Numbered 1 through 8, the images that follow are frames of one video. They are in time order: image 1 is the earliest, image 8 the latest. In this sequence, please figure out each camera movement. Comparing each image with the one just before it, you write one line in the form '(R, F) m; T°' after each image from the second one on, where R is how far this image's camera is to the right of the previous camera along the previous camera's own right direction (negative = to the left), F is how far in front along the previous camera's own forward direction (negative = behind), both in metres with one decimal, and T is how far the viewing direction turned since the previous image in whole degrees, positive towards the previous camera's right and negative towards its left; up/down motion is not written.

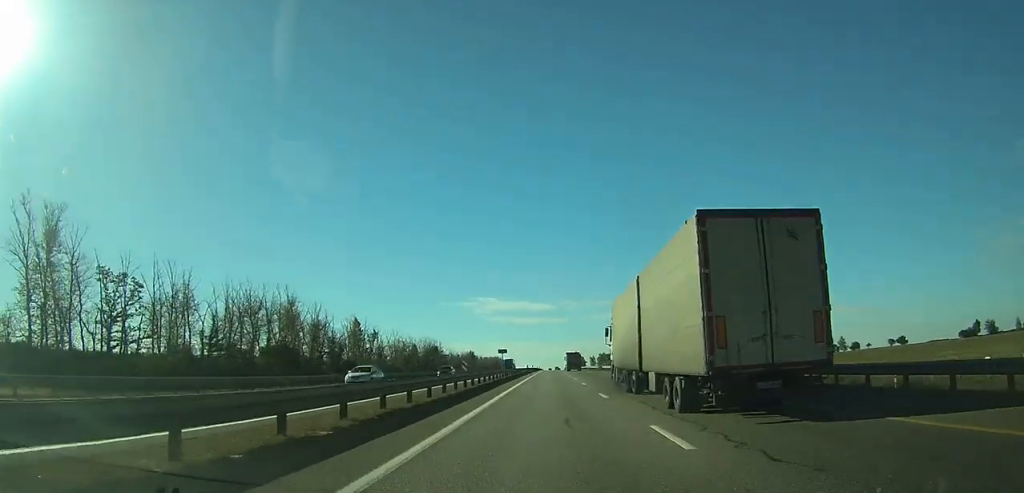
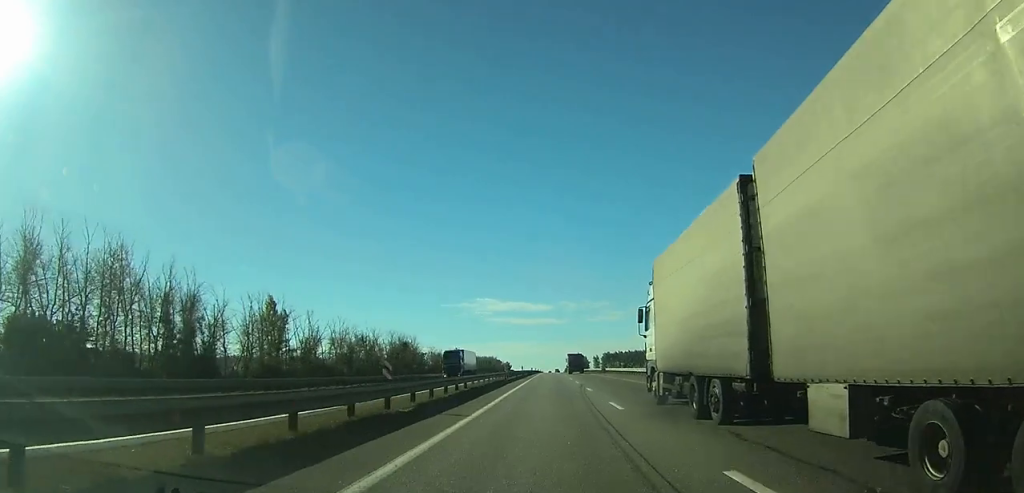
(+0.1, +53.8) m; 0°
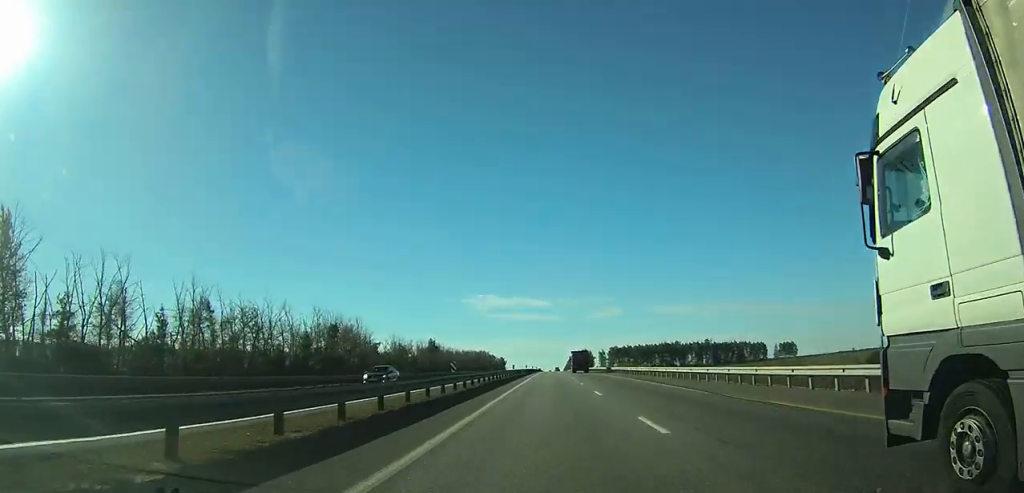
(+0.2, +66.8) m; 0°
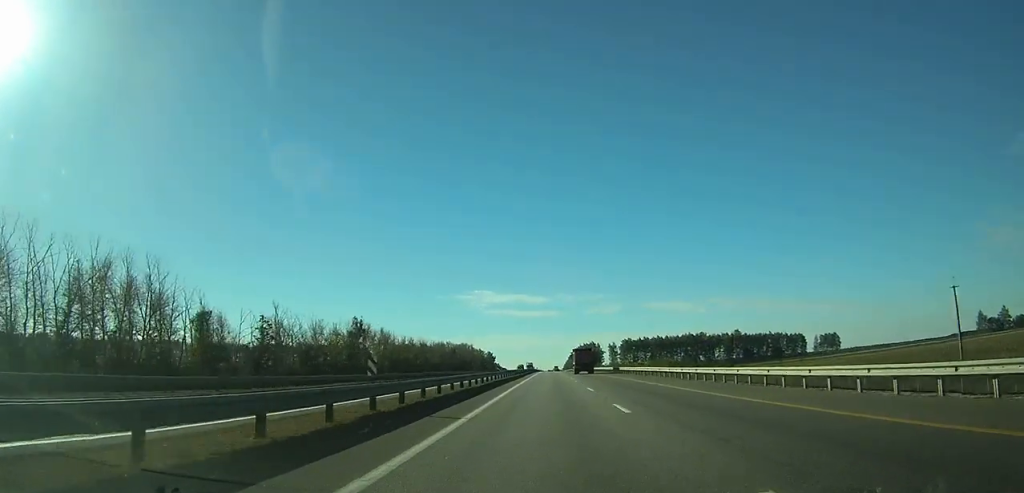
(+0.3, +93.2) m; +1°
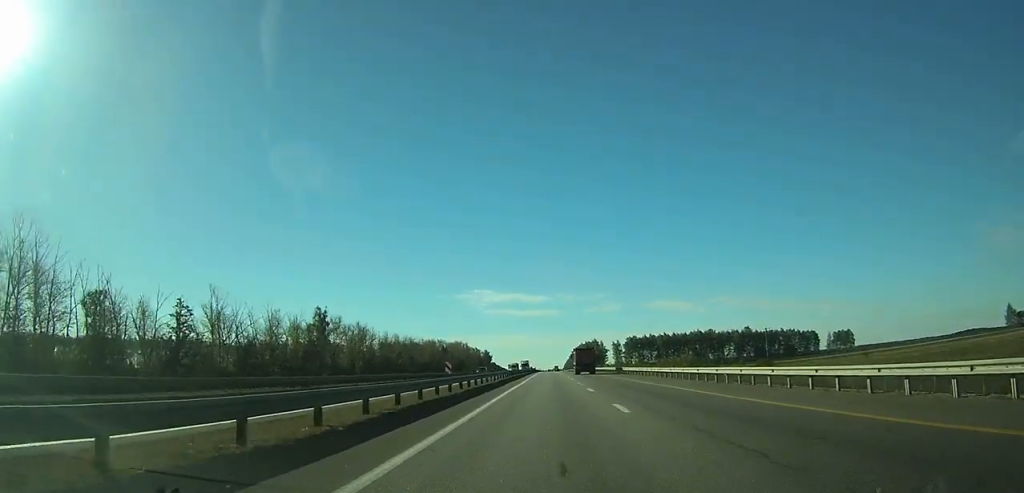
(+0.1, +24.4) m; 0°
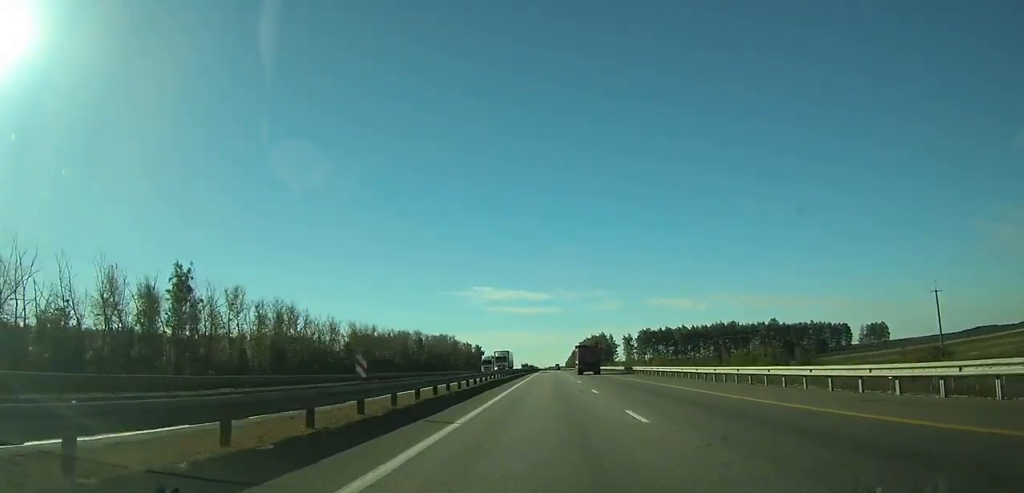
(0.0, +51.1) m; 0°
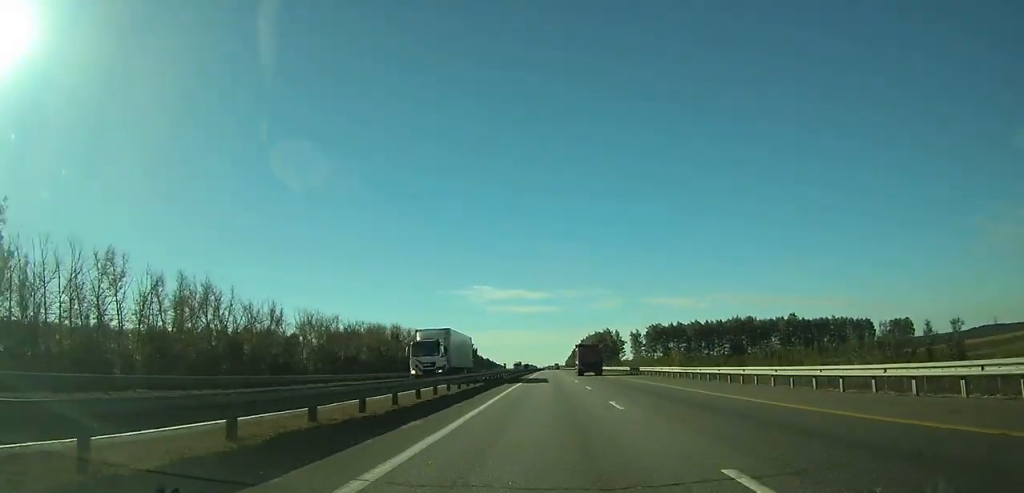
(-0.1, +32.4) m; 0°
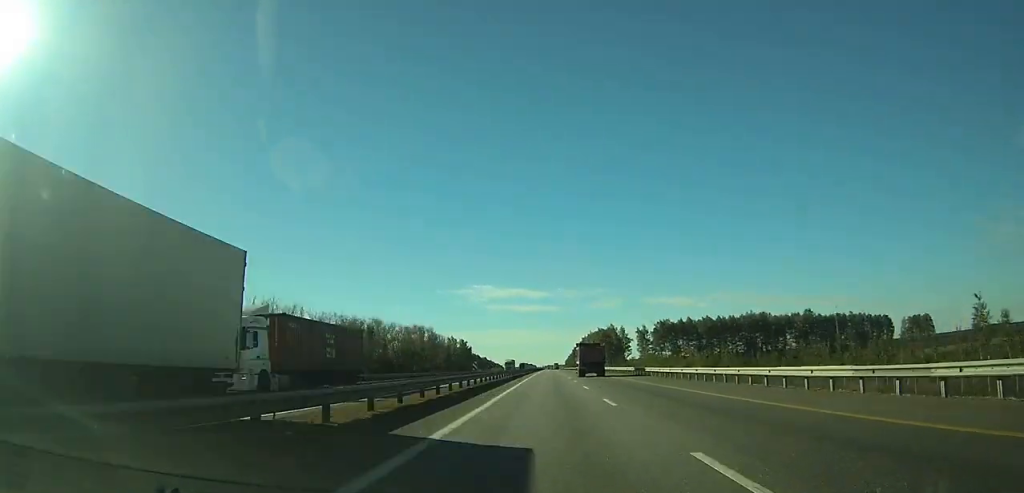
(0.0, +23.2) m; 0°
